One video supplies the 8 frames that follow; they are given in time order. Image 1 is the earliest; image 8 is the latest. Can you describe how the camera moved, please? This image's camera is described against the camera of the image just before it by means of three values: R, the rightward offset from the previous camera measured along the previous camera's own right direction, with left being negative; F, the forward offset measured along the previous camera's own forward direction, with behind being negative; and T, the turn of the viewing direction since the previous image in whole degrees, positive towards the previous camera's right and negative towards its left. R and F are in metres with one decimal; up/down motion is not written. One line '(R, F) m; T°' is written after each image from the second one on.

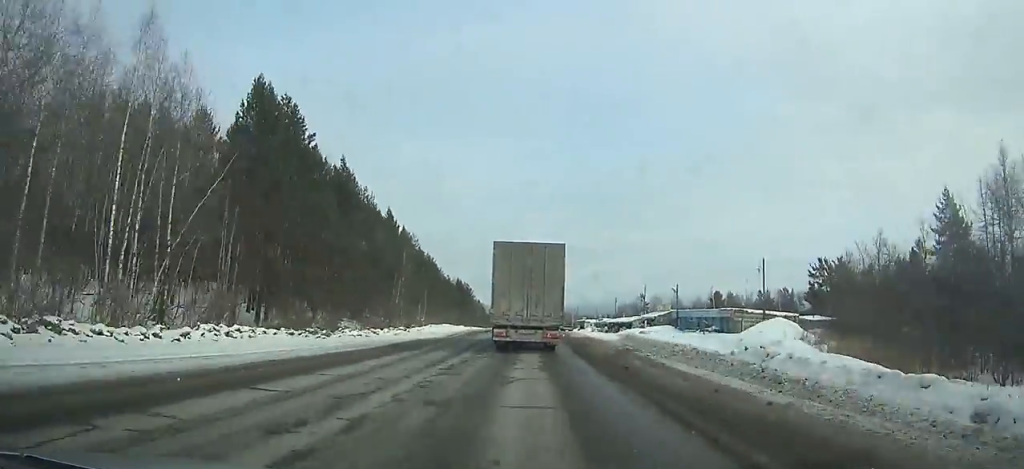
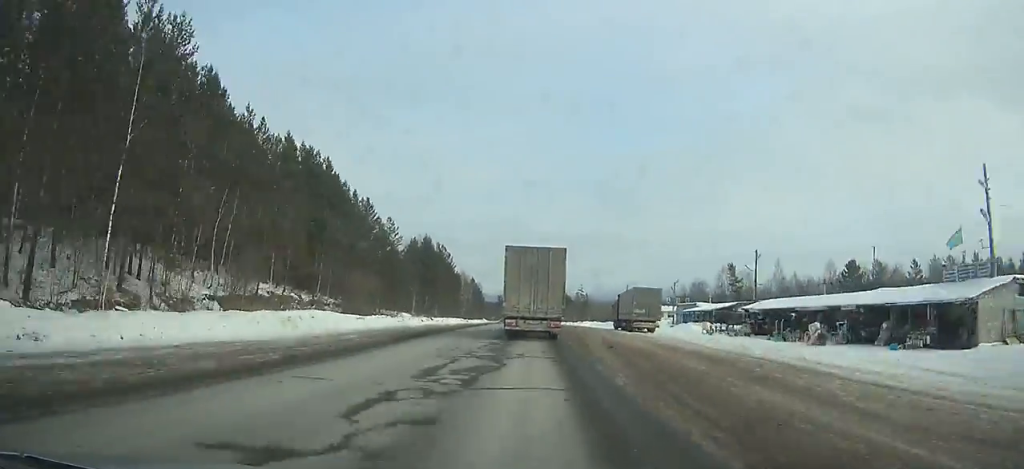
(-0.3, +82.5) m; -1°
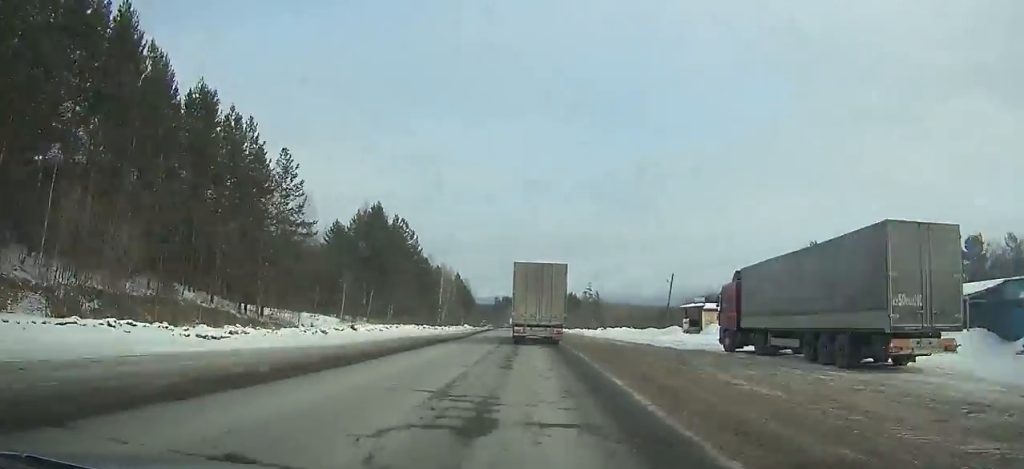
(-0.1, +39.7) m; 0°
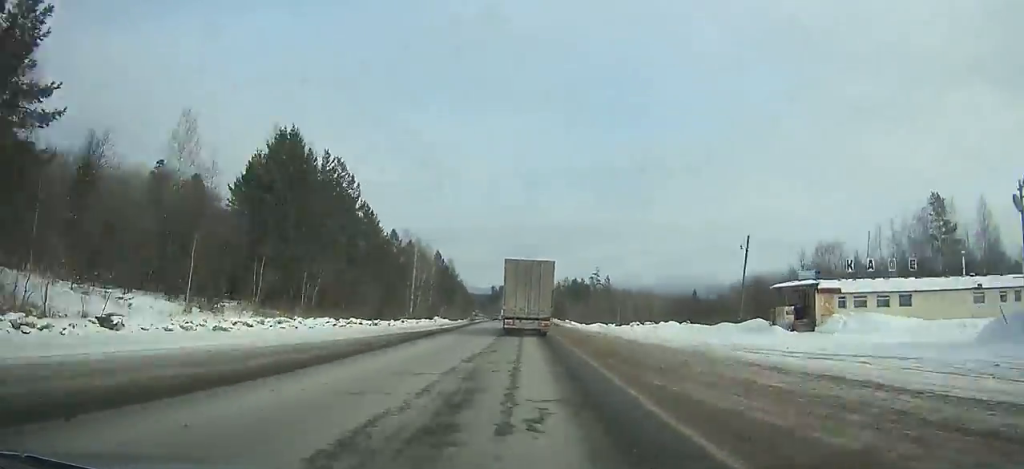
(0.0, +30.7) m; 0°
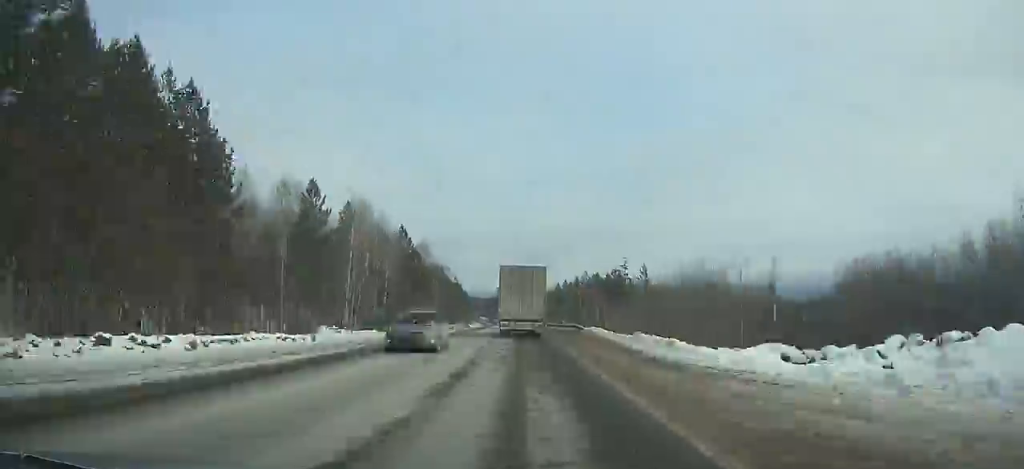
(-0.1, +41.4) m; -1°
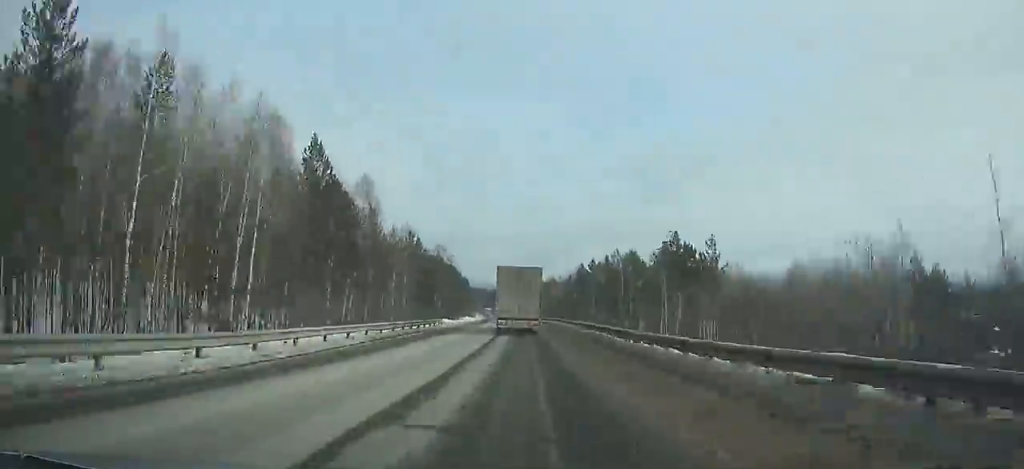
(-0.4, +38.7) m; -1°
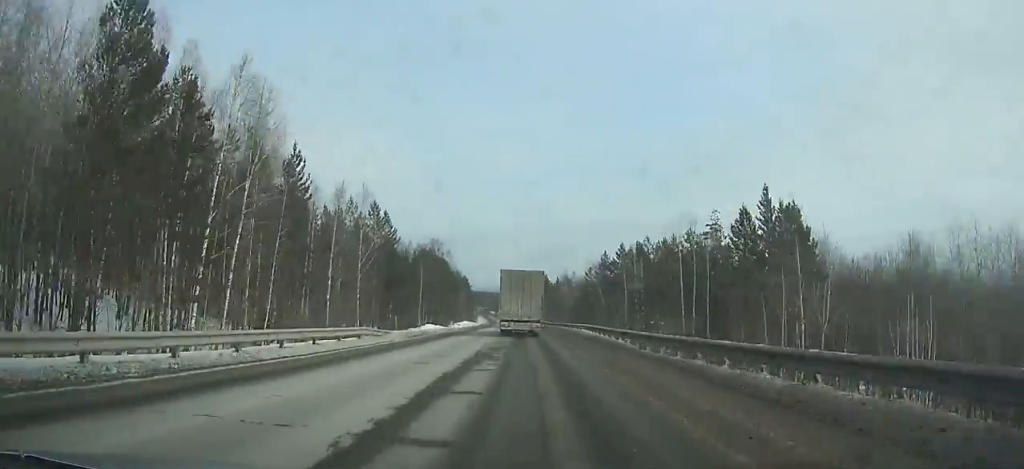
(0.0, +24.7) m; -1°
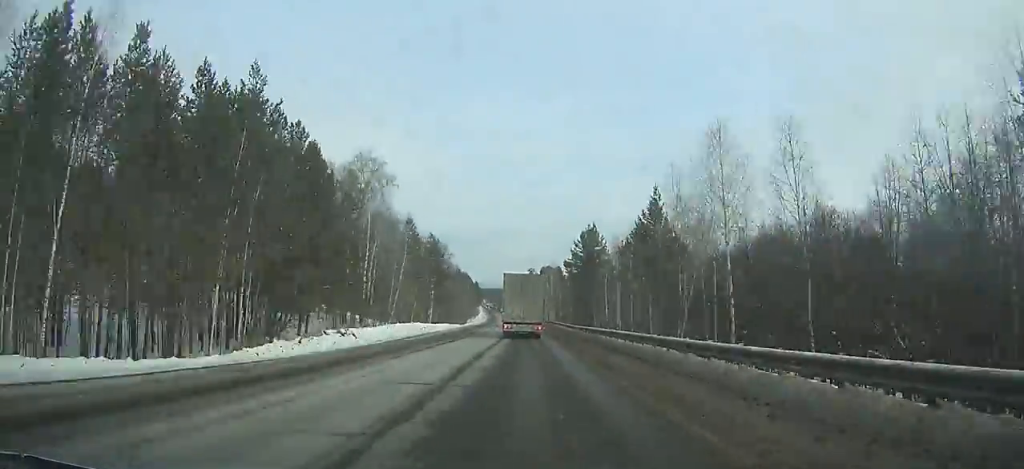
(-1.3, +85.2) m; -1°
